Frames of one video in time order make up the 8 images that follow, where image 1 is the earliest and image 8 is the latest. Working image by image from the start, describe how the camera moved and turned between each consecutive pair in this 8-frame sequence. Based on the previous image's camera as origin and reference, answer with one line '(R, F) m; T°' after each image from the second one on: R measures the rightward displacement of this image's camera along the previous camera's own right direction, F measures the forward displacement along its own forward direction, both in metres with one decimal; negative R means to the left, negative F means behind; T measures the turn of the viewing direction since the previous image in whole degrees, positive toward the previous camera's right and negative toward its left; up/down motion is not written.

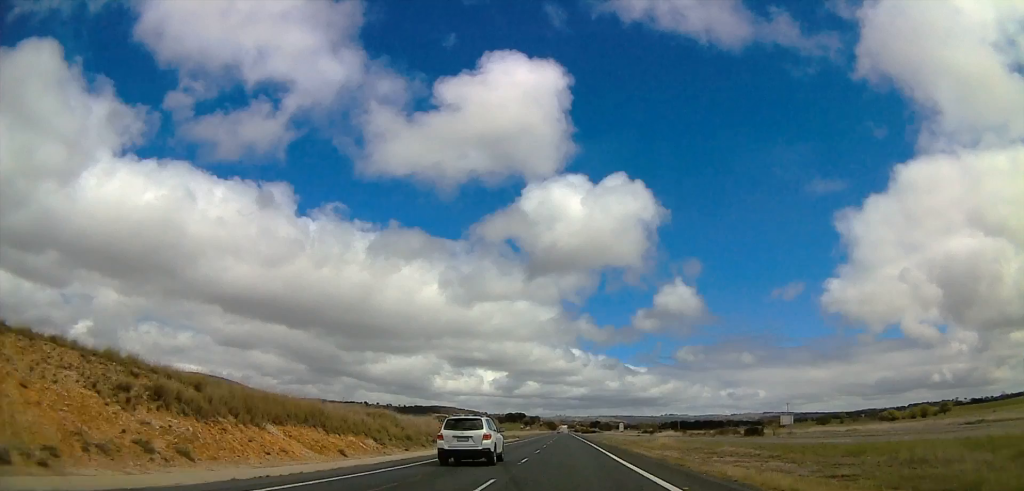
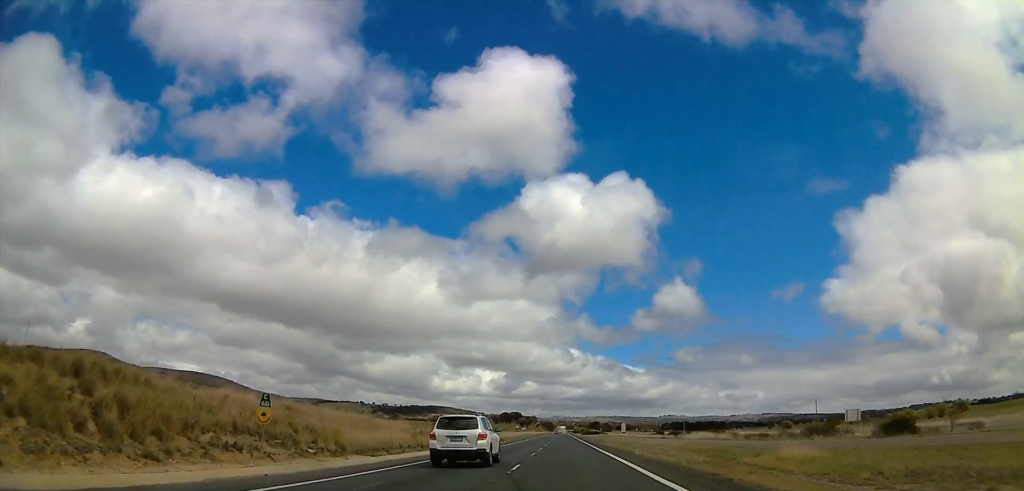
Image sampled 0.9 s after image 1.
(0.0, +28.4) m; 0°
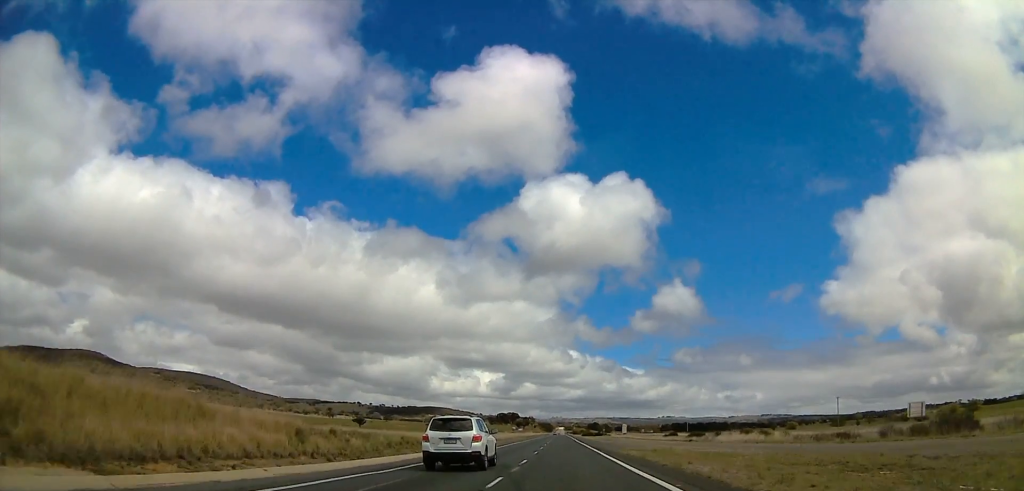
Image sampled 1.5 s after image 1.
(0.0, +17.9) m; 0°
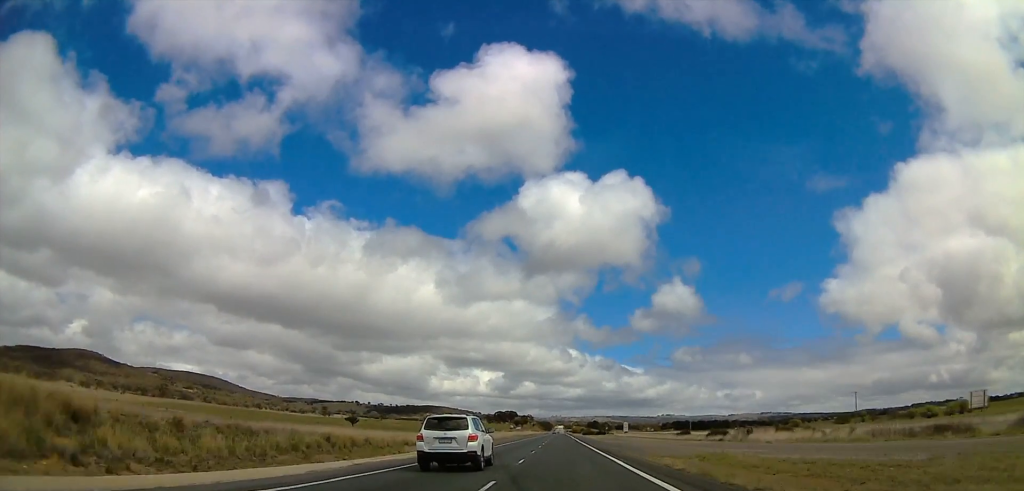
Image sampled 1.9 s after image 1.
(0.0, +12.7) m; 0°
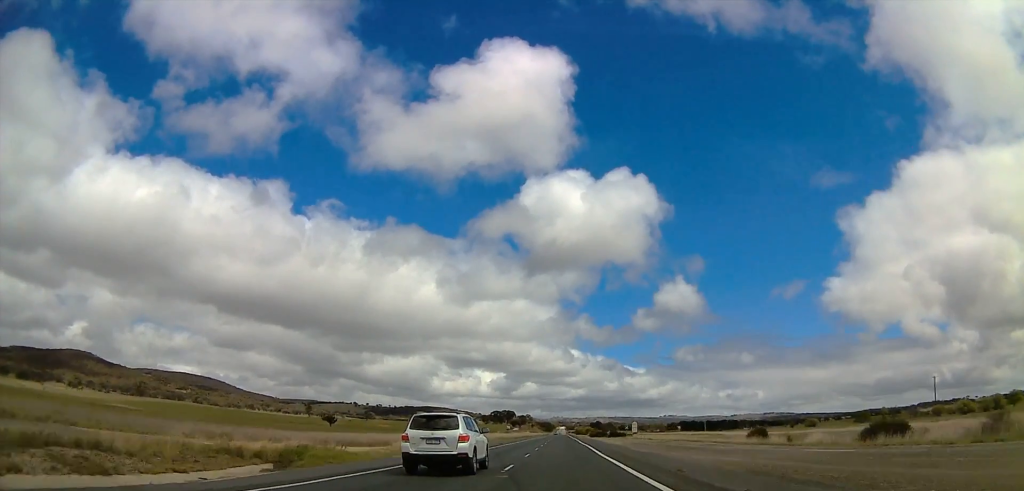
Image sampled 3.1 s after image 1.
(0.0, +40.2) m; 0°
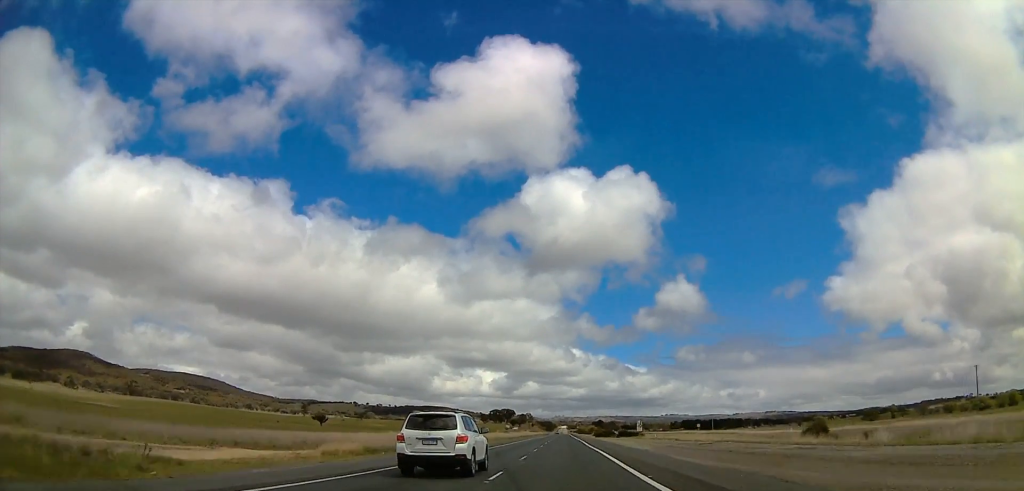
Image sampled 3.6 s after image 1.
(0.0, +15.9) m; 0°
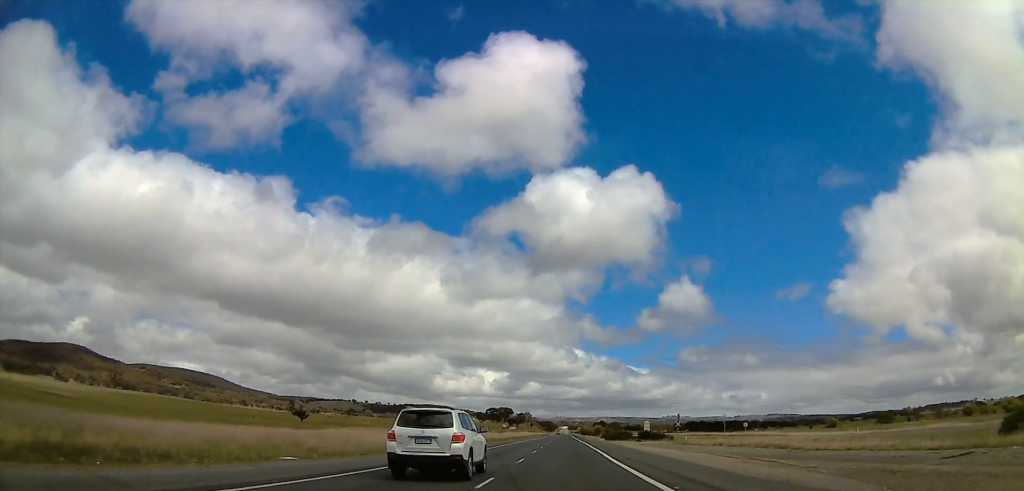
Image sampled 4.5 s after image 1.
(0.0, +26.5) m; 0°
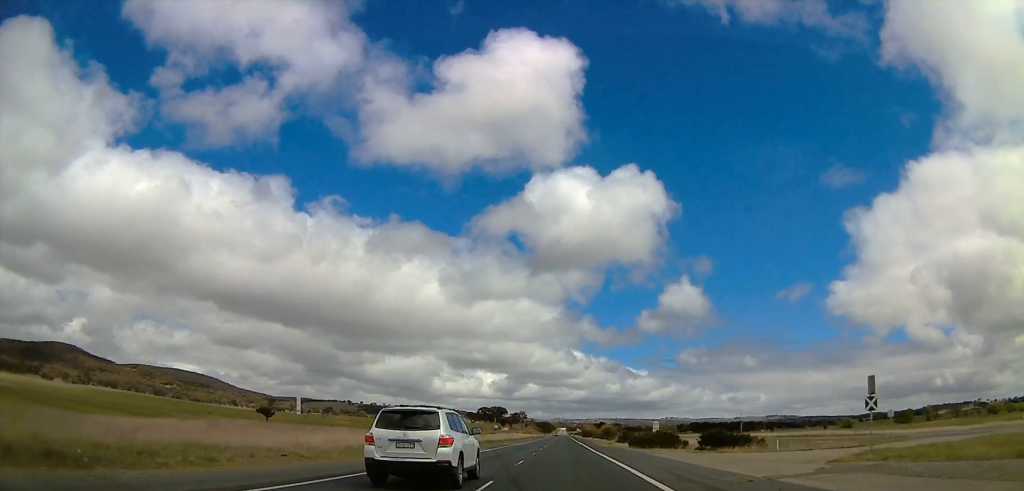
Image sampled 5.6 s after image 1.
(+0.1, +35.9) m; 0°
